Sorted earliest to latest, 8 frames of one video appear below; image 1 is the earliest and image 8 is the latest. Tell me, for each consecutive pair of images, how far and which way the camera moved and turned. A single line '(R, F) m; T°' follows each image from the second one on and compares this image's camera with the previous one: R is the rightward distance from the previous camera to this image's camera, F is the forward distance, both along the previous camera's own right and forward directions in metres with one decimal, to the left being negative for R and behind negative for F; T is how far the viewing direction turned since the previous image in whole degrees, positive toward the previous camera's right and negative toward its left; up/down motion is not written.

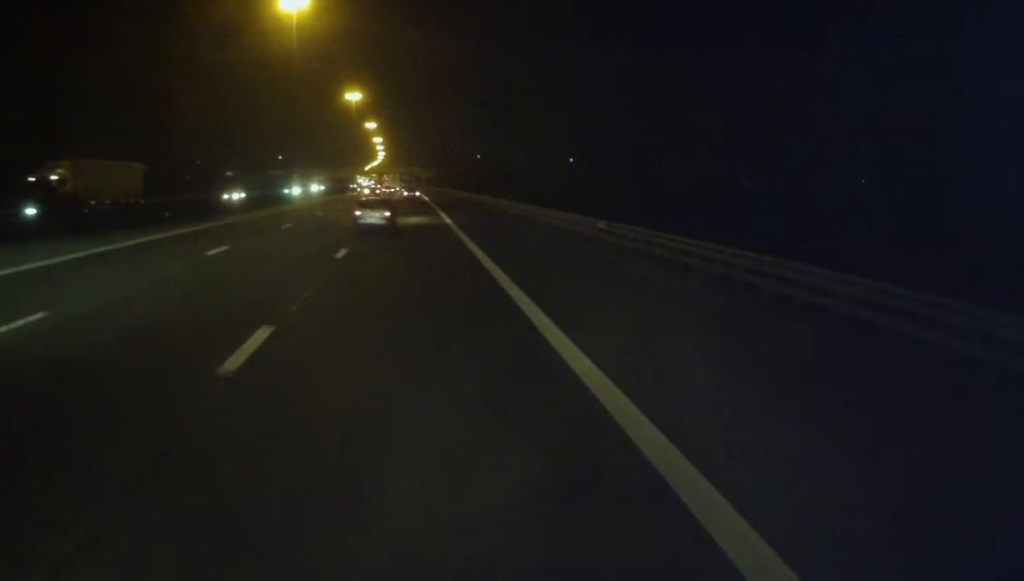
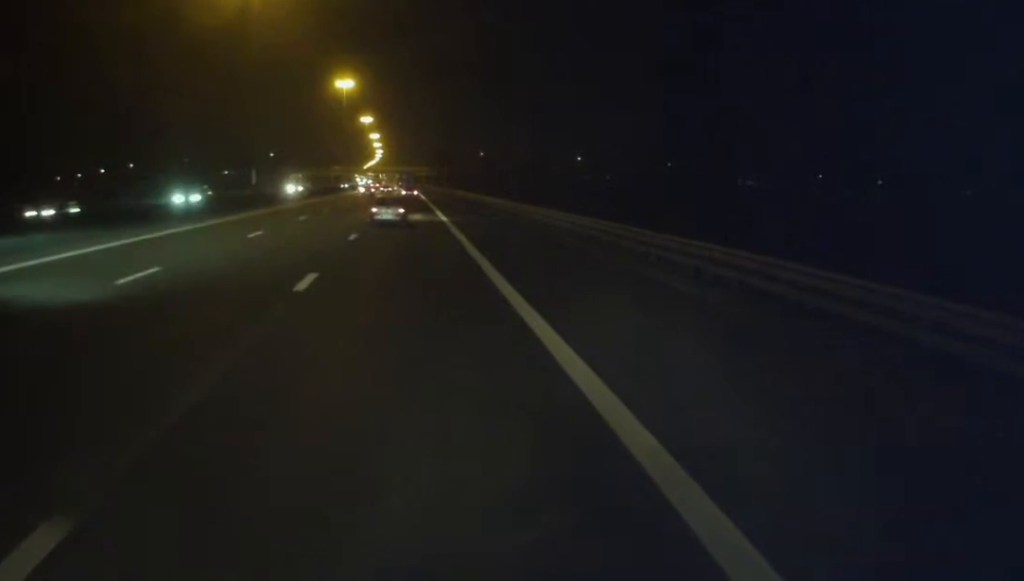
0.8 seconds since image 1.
(0.0, +18.8) m; 0°
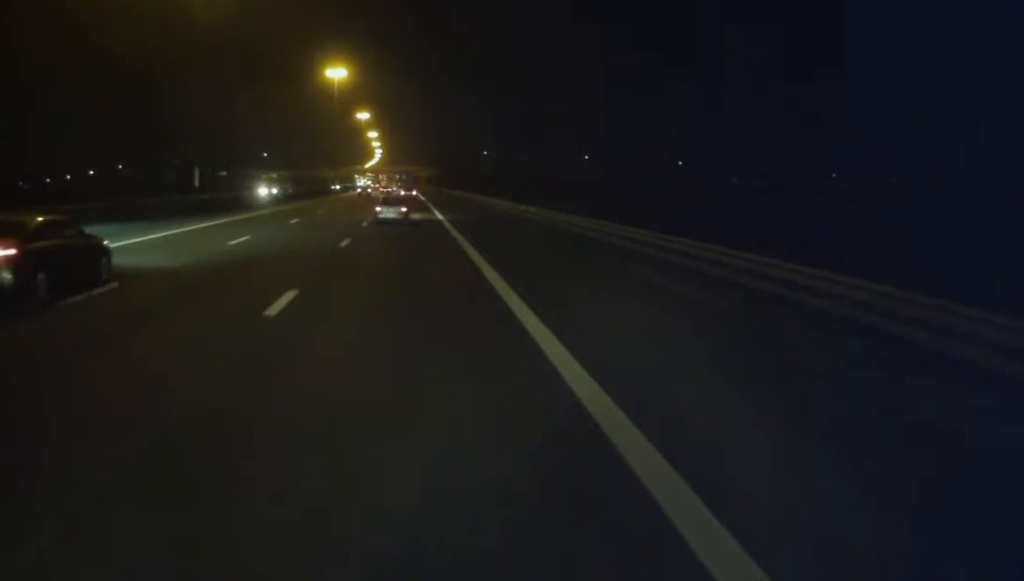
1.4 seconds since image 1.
(0.0, +14.9) m; 0°
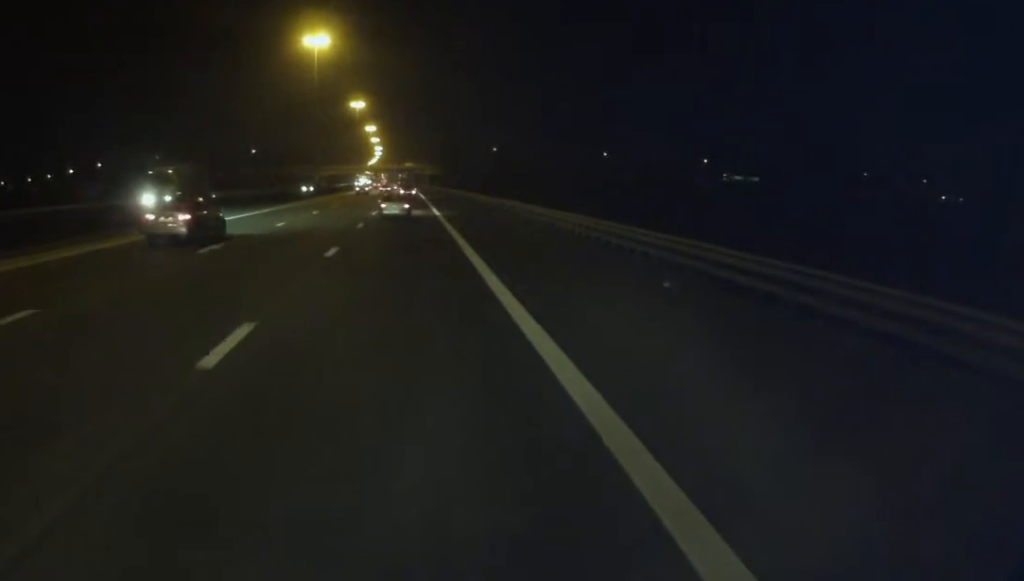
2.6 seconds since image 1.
(+0.1, +28.3) m; 0°
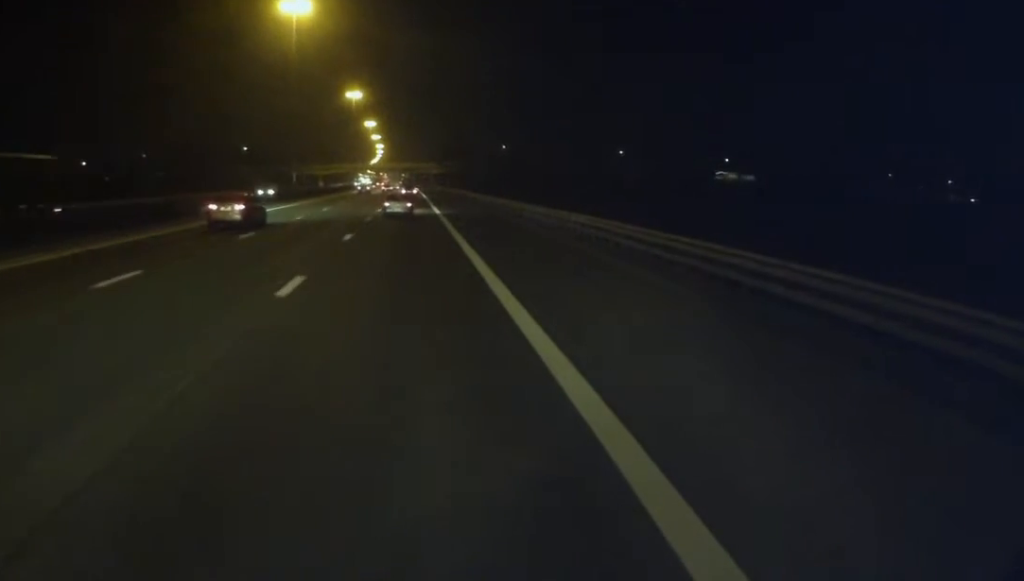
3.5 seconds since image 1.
(-0.1, +19.7) m; -1°
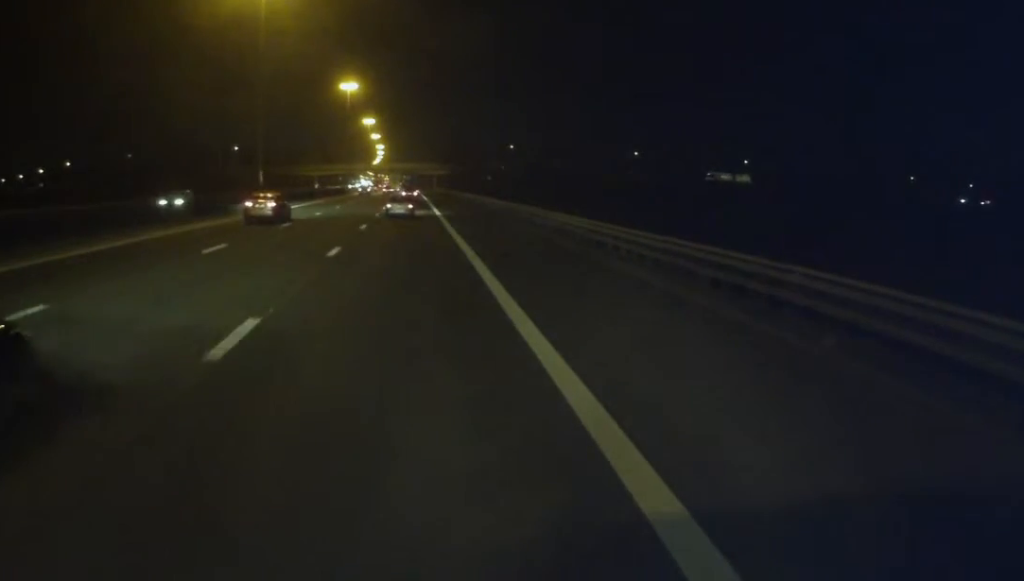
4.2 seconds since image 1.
(-0.3, +17.4) m; 0°
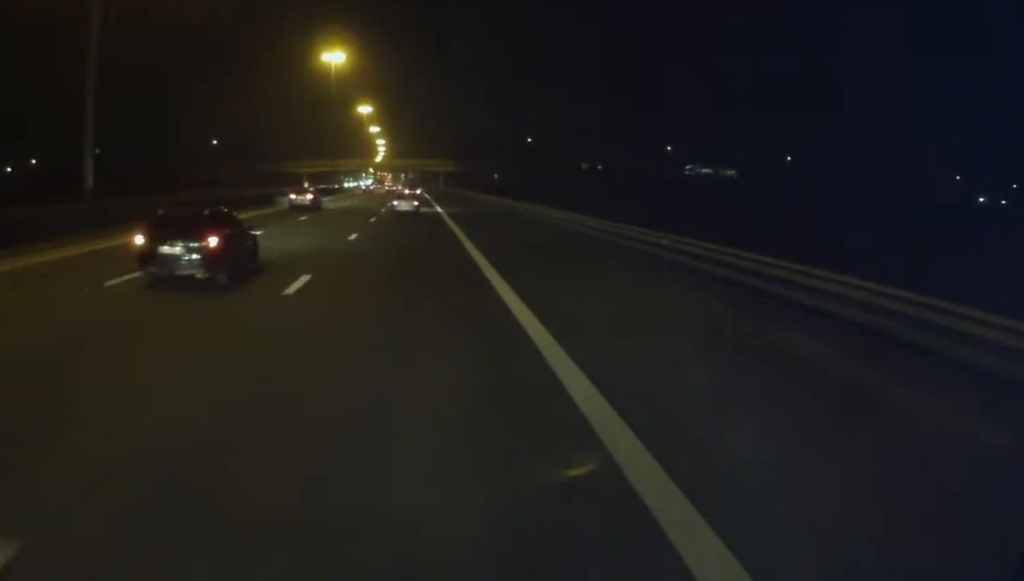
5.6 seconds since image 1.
(+0.2, +32.3) m; 0°
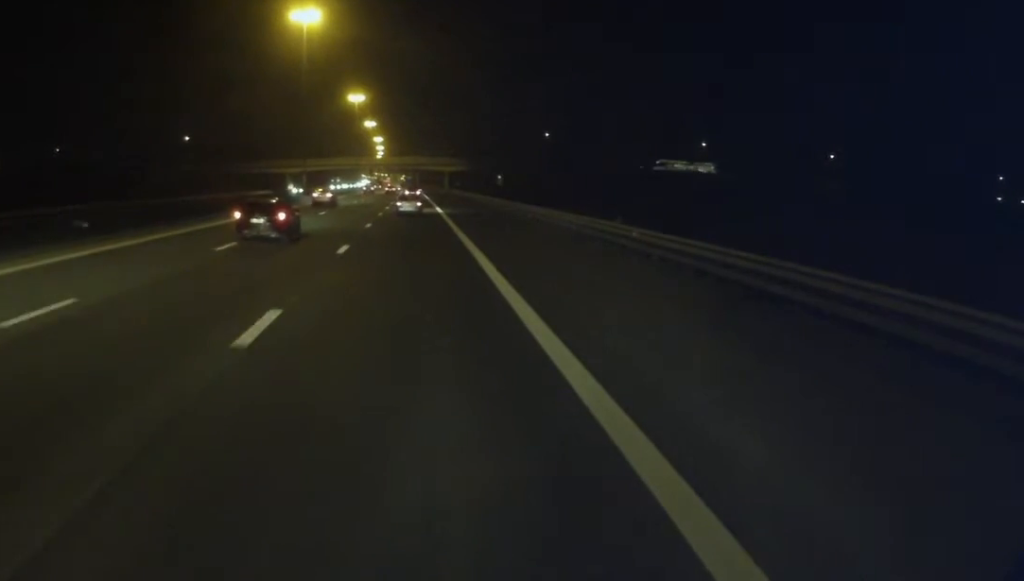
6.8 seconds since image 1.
(-0.2, +29.2) m; 0°
